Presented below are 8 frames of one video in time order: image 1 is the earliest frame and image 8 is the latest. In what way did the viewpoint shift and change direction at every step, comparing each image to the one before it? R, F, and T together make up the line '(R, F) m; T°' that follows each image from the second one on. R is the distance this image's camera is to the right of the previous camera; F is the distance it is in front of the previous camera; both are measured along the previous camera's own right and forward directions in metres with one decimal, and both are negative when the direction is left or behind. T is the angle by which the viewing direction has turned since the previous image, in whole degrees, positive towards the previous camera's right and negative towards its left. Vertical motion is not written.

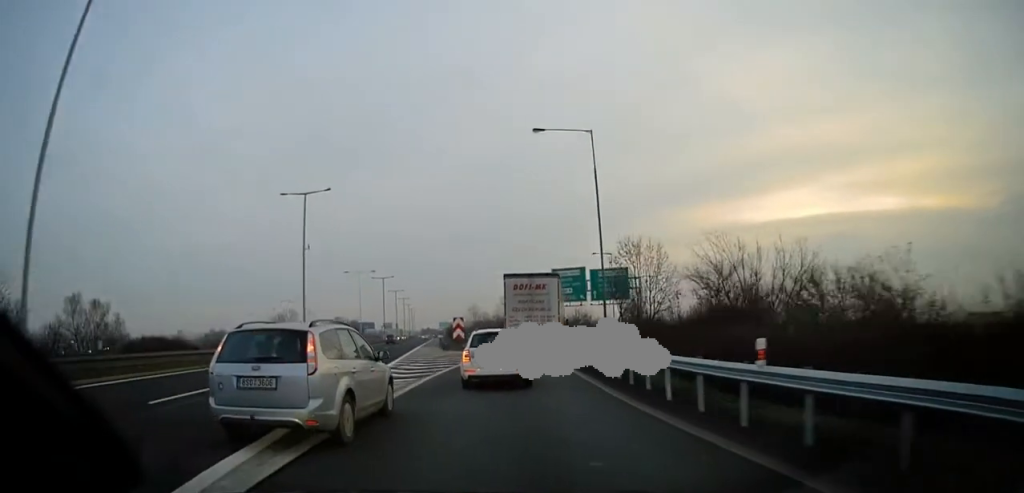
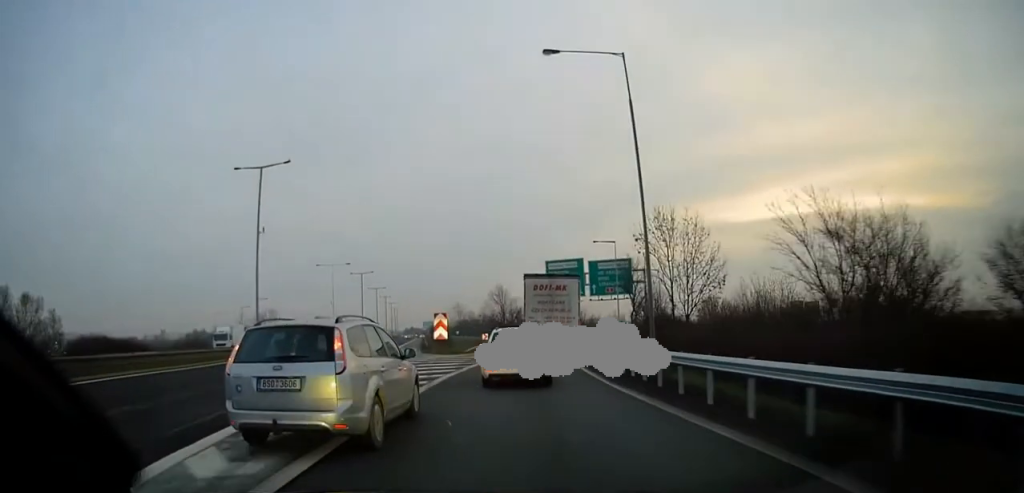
(0.0, +9.0) m; +2°
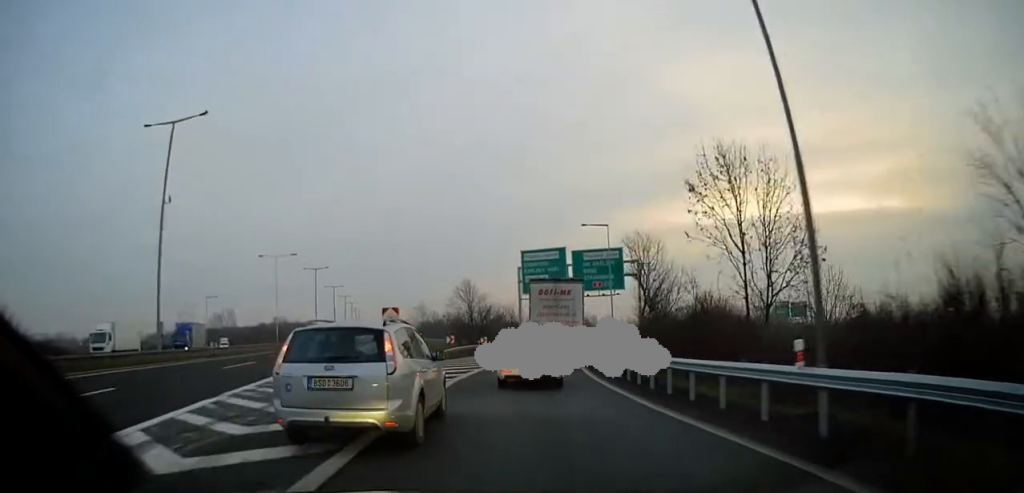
(+0.4, +11.9) m; +3°
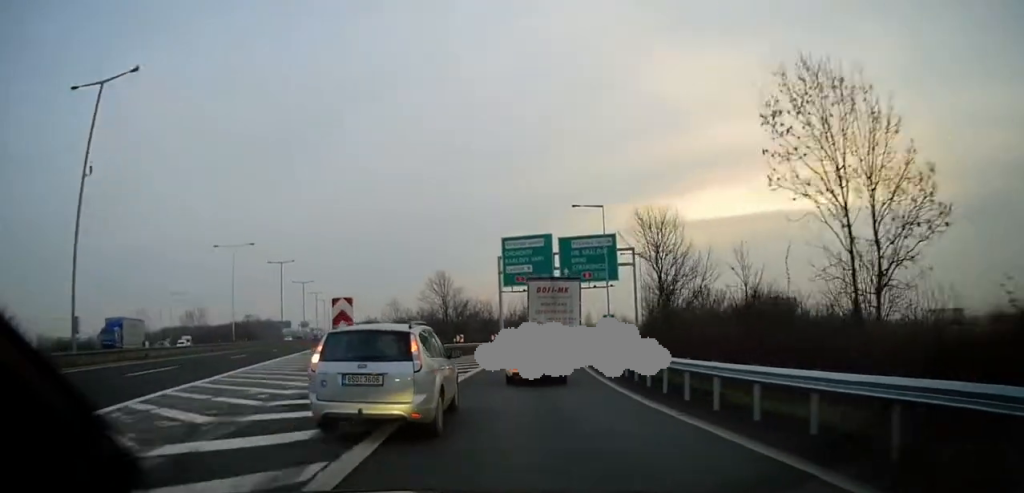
(+0.2, +7.6) m; +3°
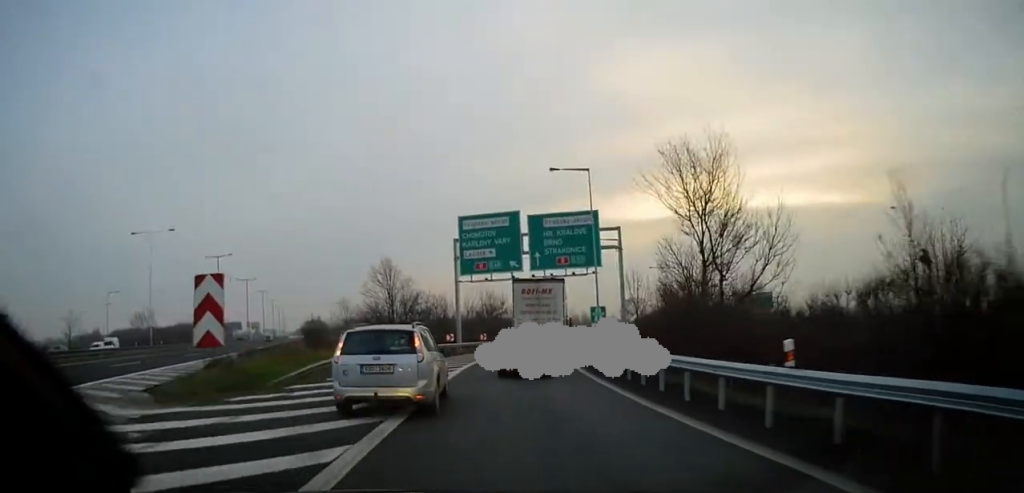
(+0.2, +11.1) m; +5°
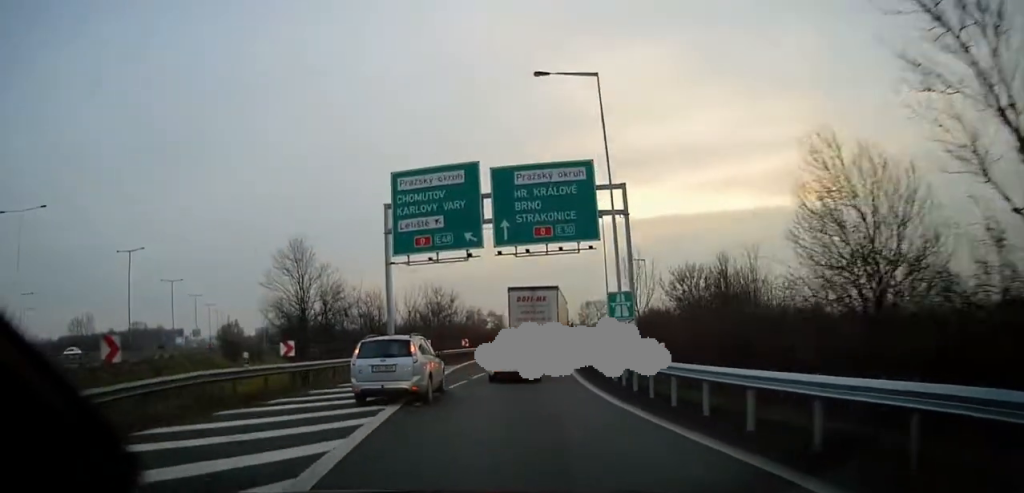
(+1.2, +15.7) m; +6°
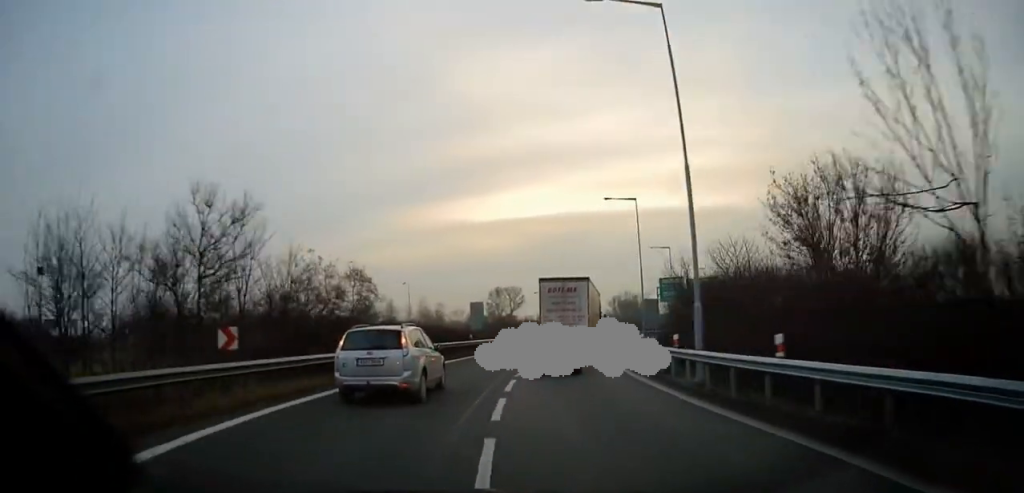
(+2.5, +33.9) m; +9°
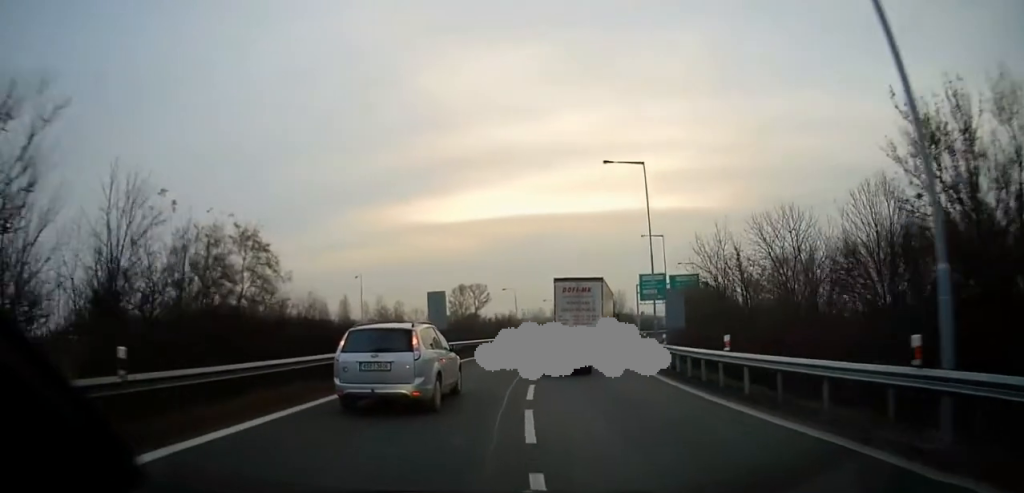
(0.0, +10.8) m; +3°
